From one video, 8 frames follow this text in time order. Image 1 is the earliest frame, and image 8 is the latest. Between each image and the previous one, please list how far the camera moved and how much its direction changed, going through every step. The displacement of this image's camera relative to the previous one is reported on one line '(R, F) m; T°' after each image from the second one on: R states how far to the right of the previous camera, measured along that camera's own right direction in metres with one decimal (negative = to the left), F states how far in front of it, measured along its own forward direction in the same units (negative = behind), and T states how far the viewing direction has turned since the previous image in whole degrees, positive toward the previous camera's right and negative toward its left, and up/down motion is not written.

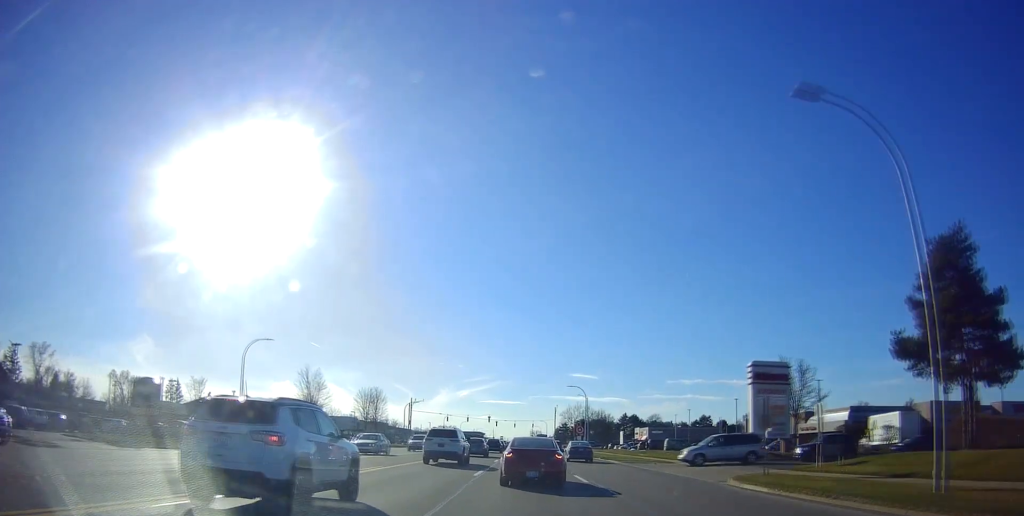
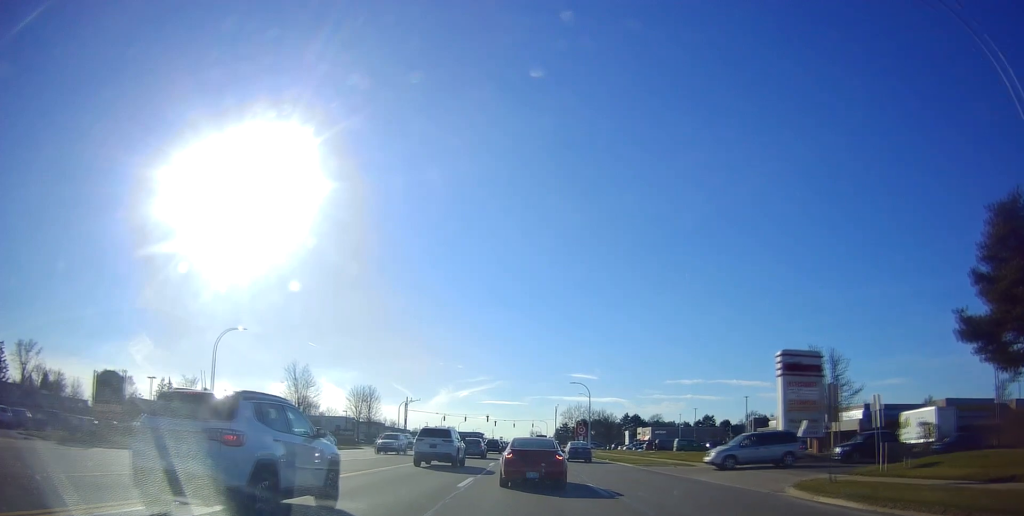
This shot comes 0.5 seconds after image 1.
(0.0, +6.1) m; 0°
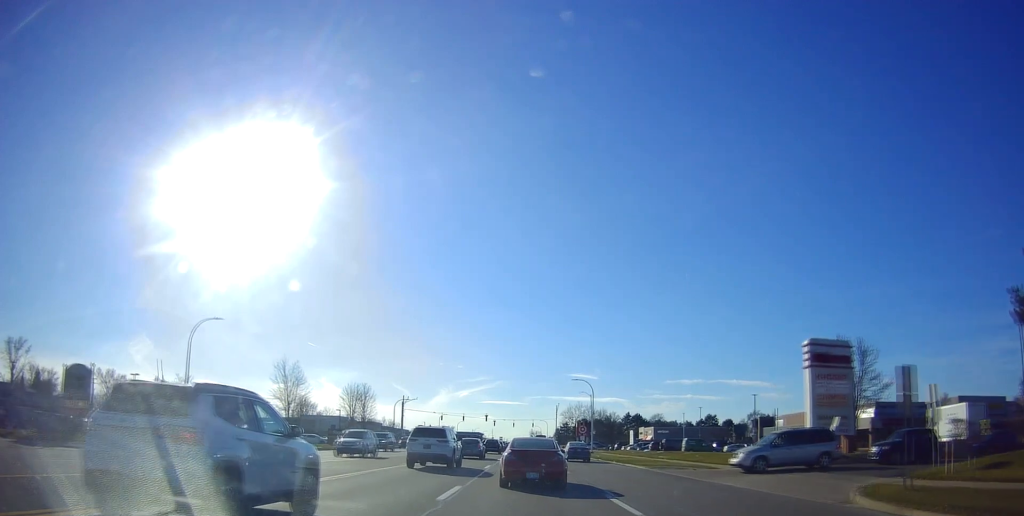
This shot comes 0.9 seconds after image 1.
(0.0, +4.7) m; 0°
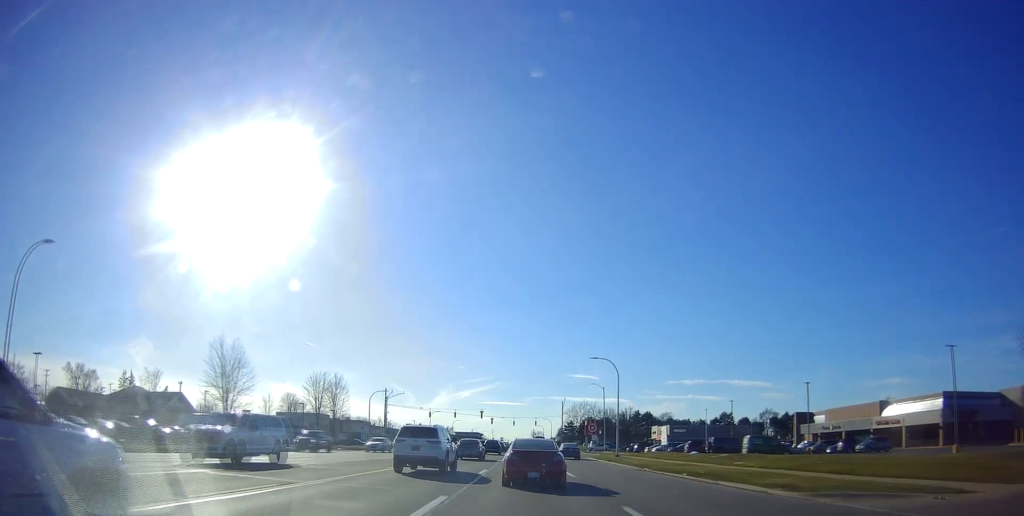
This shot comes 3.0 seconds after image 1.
(-0.1, +22.0) m; -2°
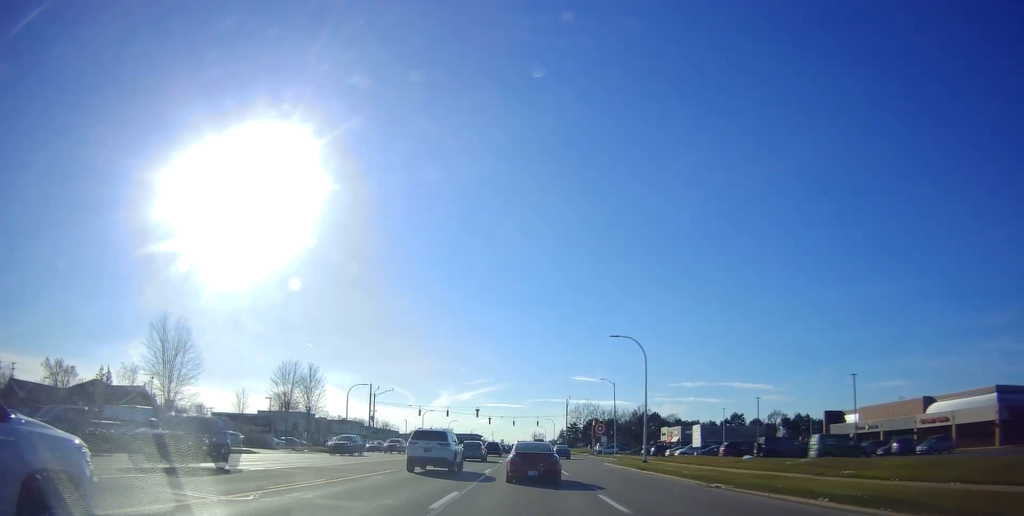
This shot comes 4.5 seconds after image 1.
(-0.5, +13.1) m; -2°
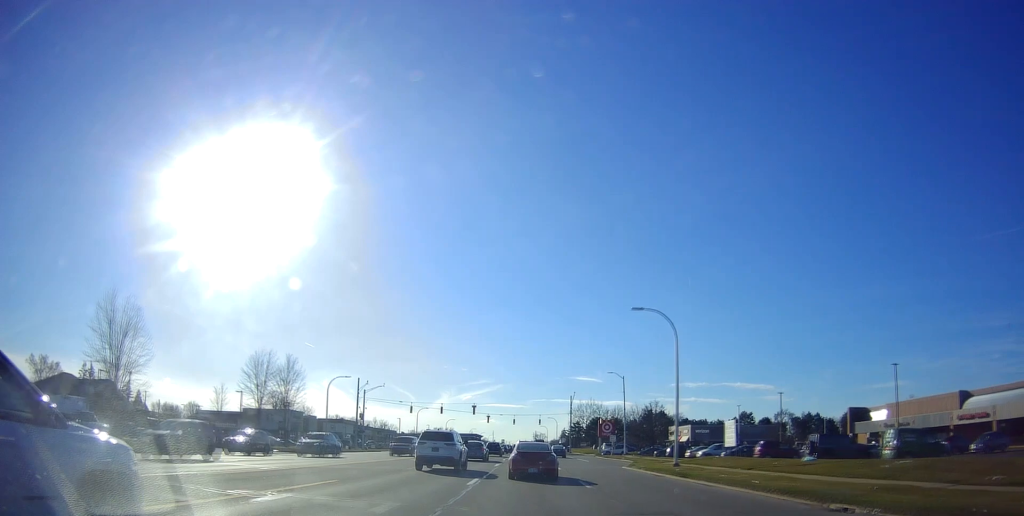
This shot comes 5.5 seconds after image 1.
(+0.3, +7.9) m; +3°
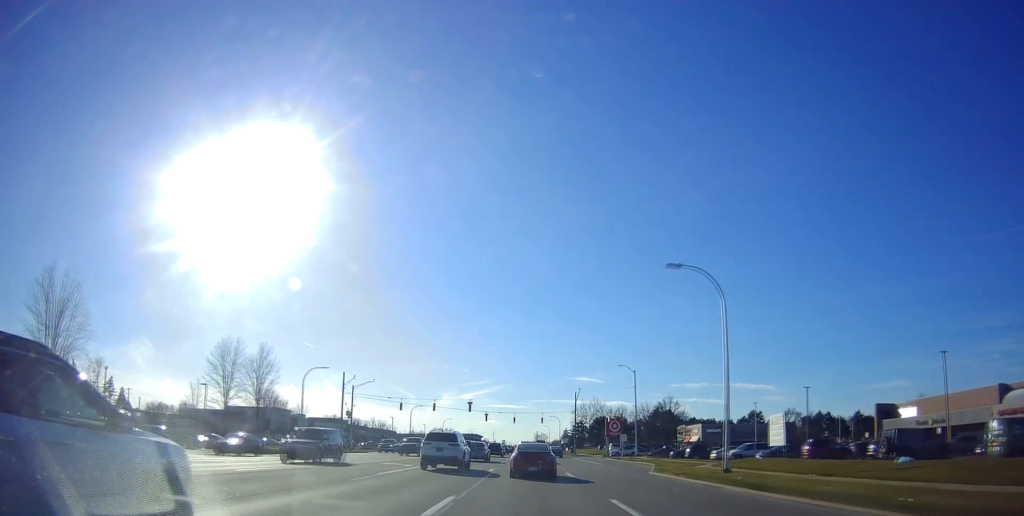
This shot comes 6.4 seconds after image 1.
(+0.1, +7.8) m; -1°
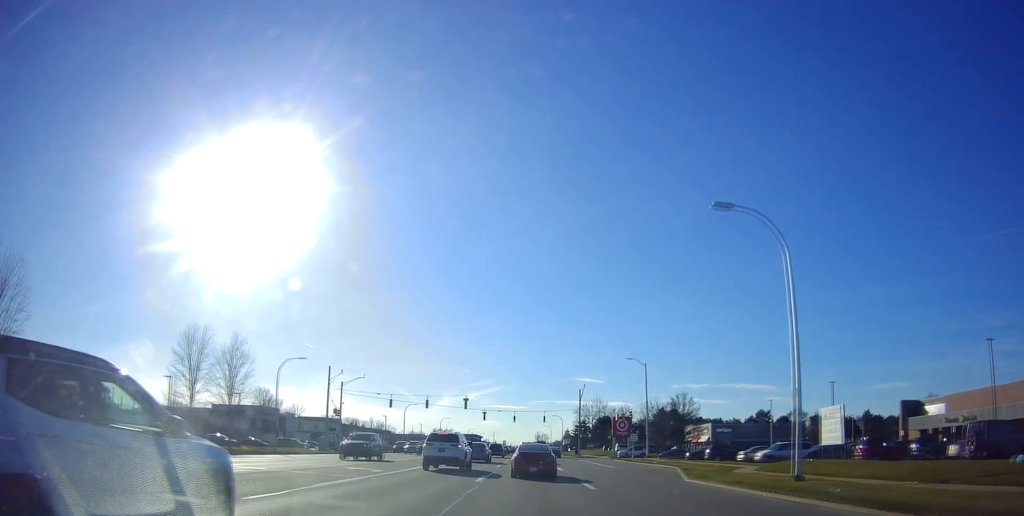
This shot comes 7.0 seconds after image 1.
(-0.1, +6.1) m; -1°
